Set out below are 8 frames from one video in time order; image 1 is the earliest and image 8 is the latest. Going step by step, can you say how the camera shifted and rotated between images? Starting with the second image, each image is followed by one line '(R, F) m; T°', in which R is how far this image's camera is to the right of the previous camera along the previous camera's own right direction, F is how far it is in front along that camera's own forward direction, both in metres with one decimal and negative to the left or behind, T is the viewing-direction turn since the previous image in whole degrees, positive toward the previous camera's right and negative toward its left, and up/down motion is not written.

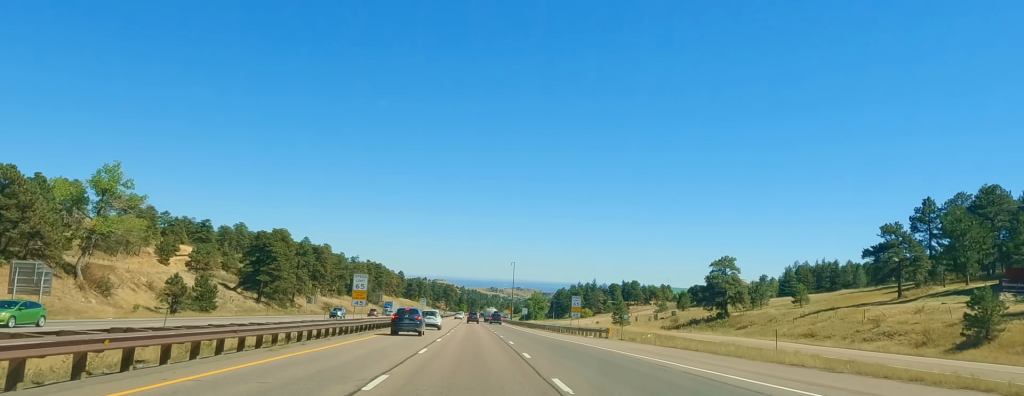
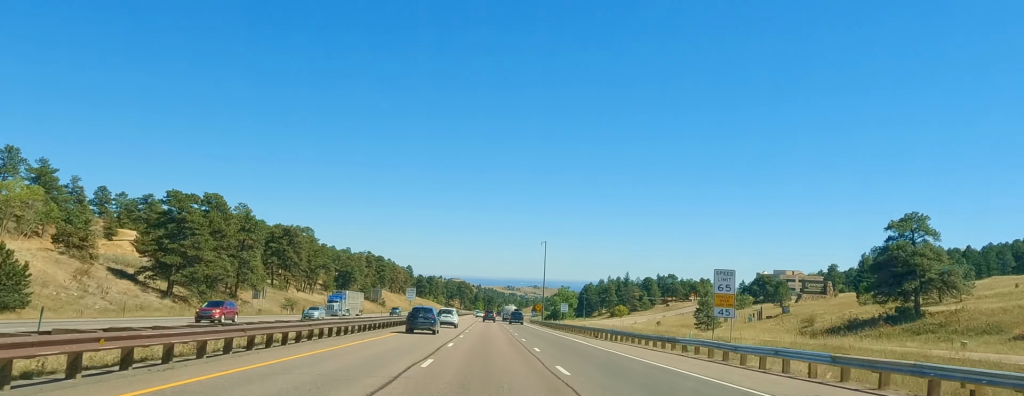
(-0.4, +54.1) m; -1°
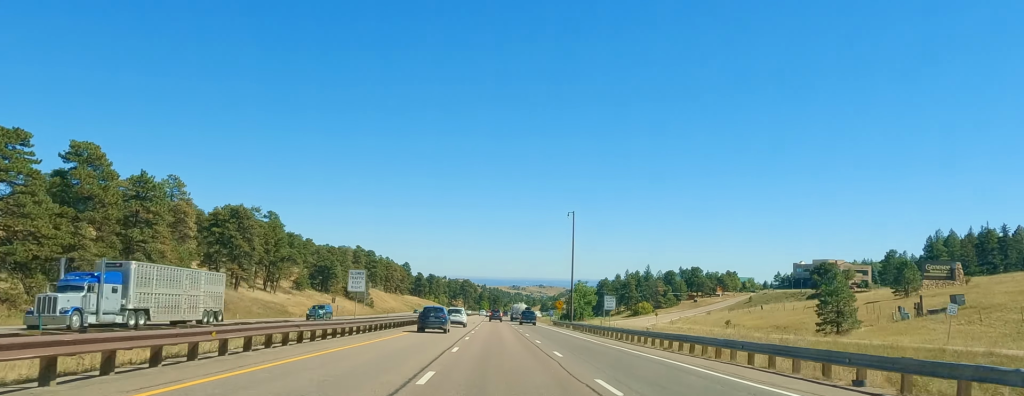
(-0.9, +41.1) m; 0°
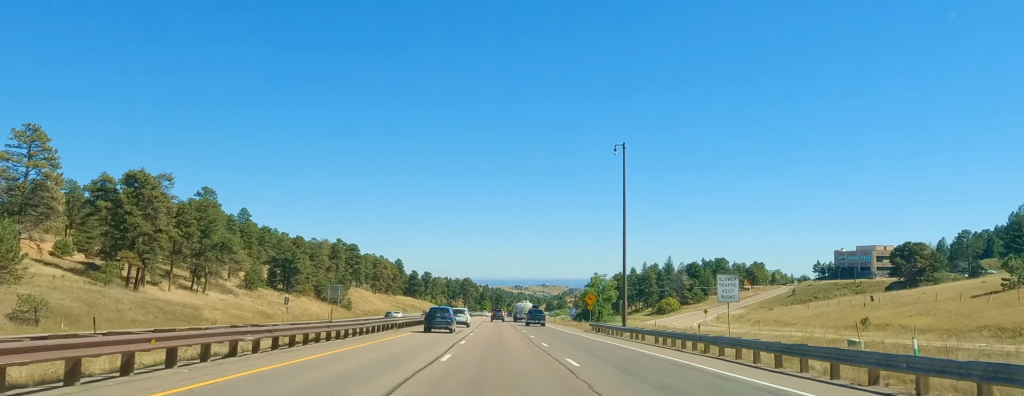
(+0.7, +40.8) m; 0°
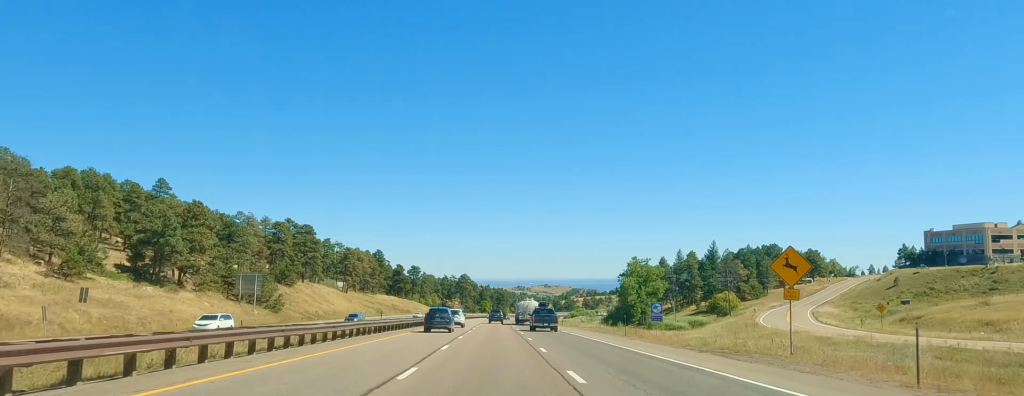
(+0.1, +65.0) m; 0°
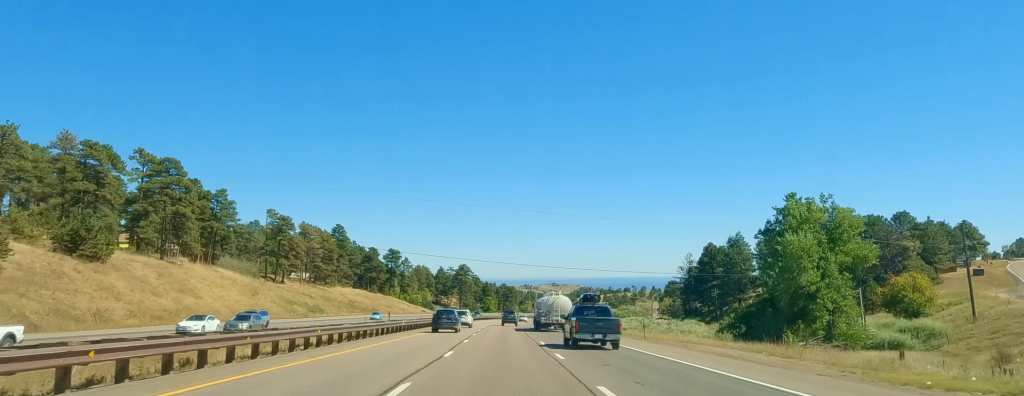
(+0.2, +86.4) m; +1°
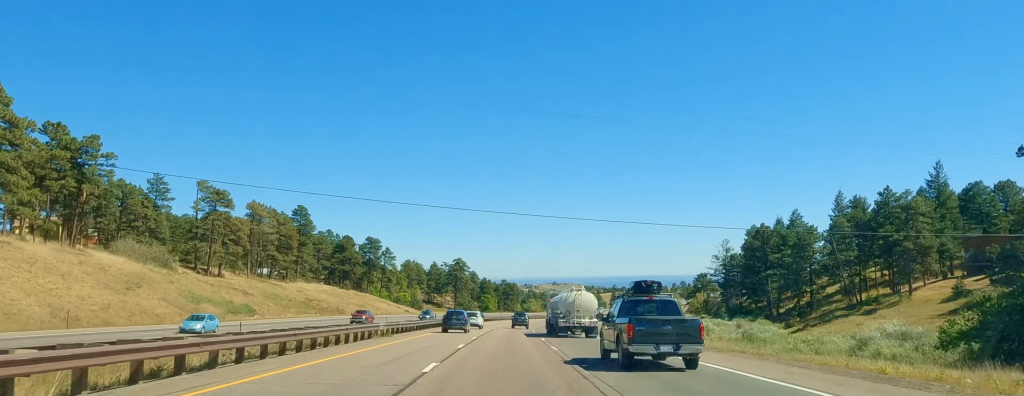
(+0.3, +41.4) m; +1°
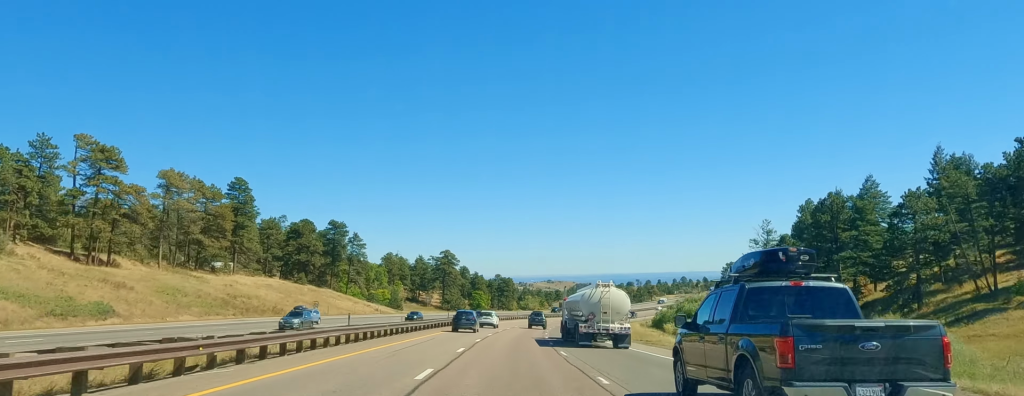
(-0.3, +37.8) m; +1°
